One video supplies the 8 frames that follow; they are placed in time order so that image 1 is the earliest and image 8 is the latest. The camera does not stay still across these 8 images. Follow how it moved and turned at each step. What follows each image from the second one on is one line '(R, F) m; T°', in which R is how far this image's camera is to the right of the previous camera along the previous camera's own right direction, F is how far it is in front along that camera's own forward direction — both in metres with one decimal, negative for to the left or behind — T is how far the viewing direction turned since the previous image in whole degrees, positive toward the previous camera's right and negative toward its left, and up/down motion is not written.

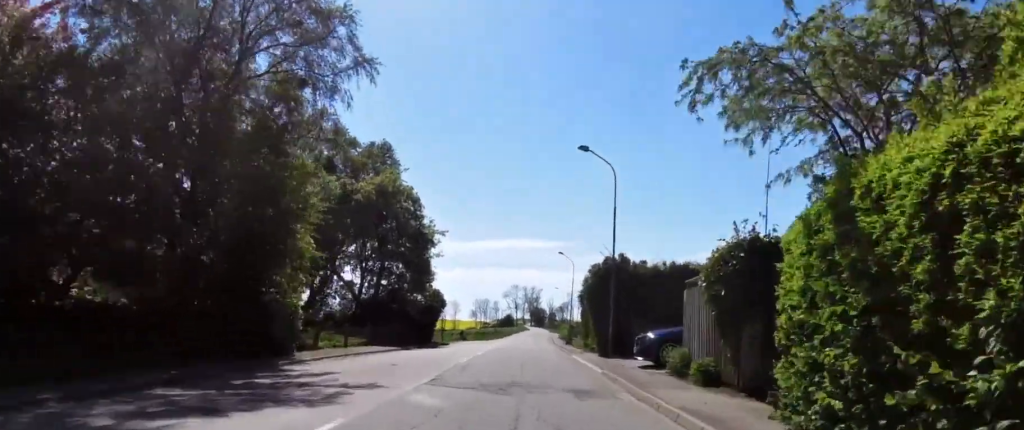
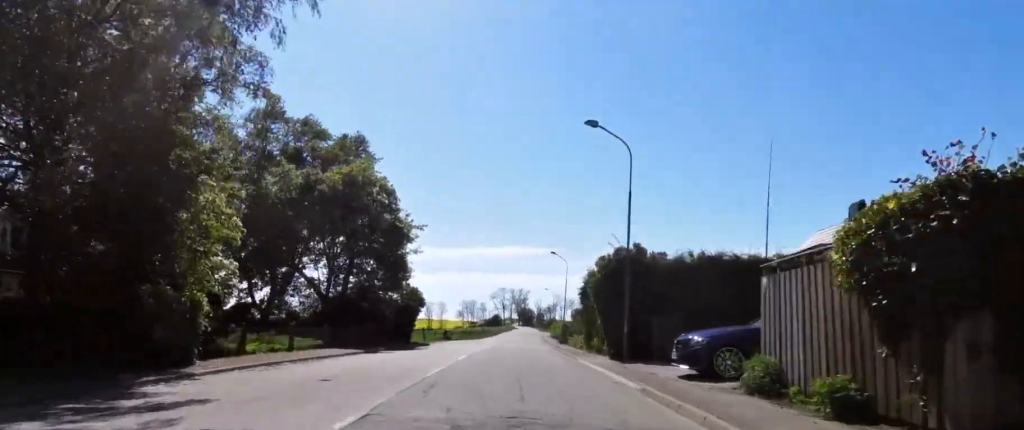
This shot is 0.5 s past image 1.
(+0.3, +5.0) m; +3°
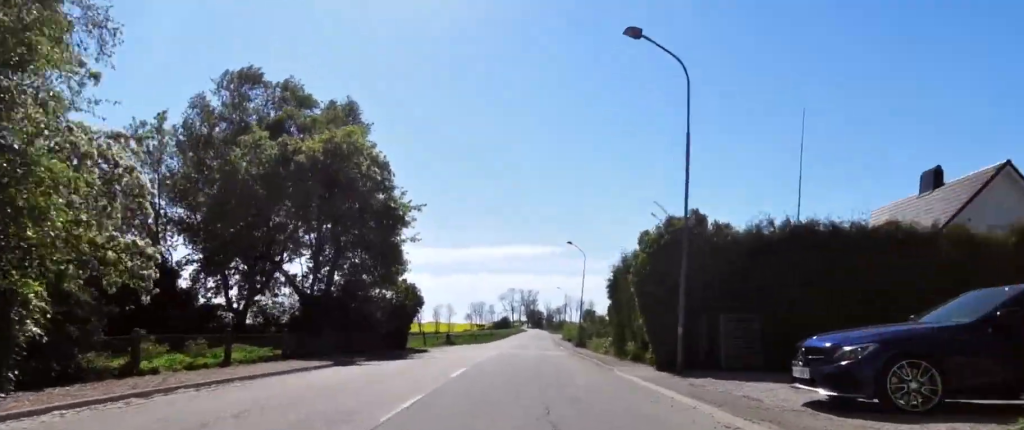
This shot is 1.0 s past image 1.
(-0.1, +4.9) m; 0°
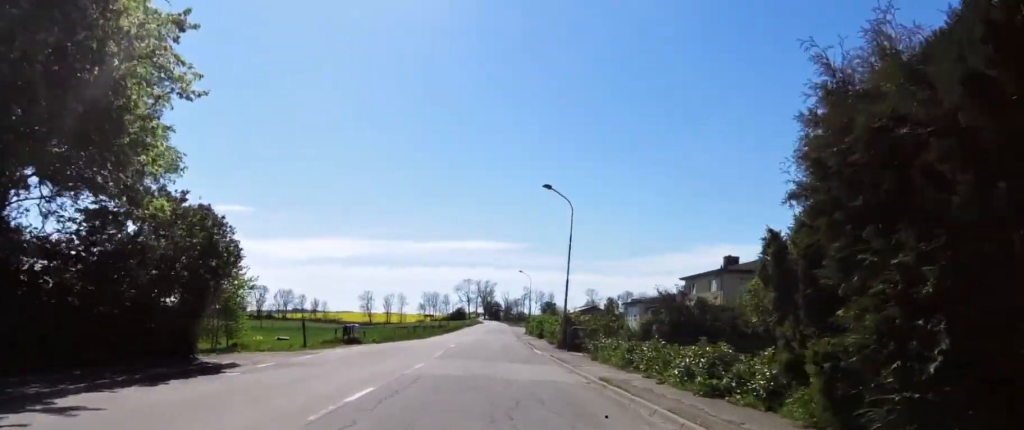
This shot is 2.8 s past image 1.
(0.0, +18.1) m; -1°
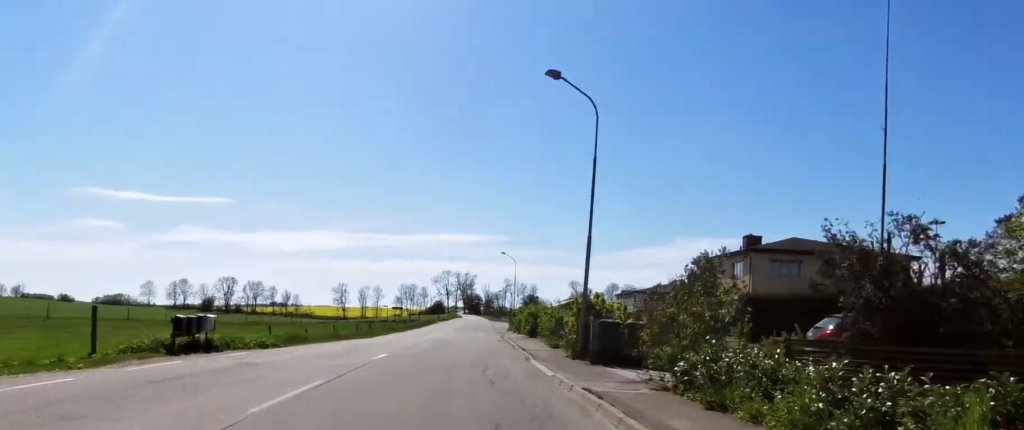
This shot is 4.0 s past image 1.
(-0.2, +11.9) m; 0°
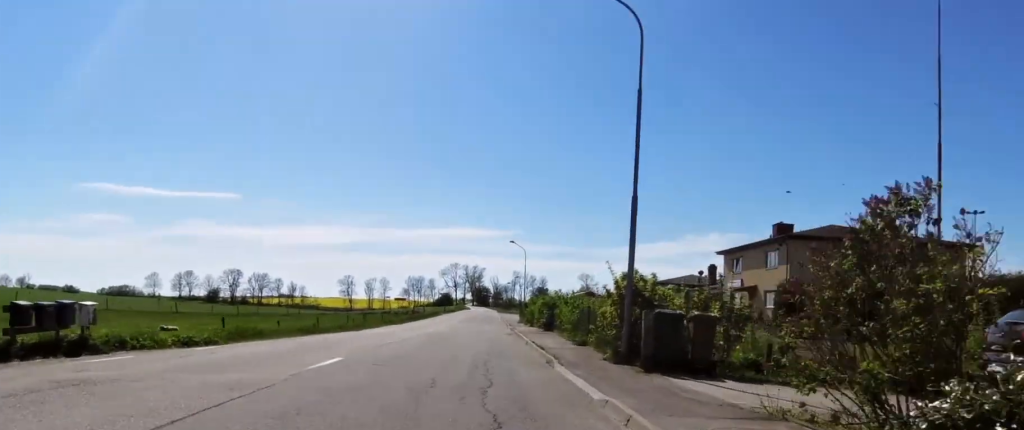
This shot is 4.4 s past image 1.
(0.0, +4.8) m; +1°
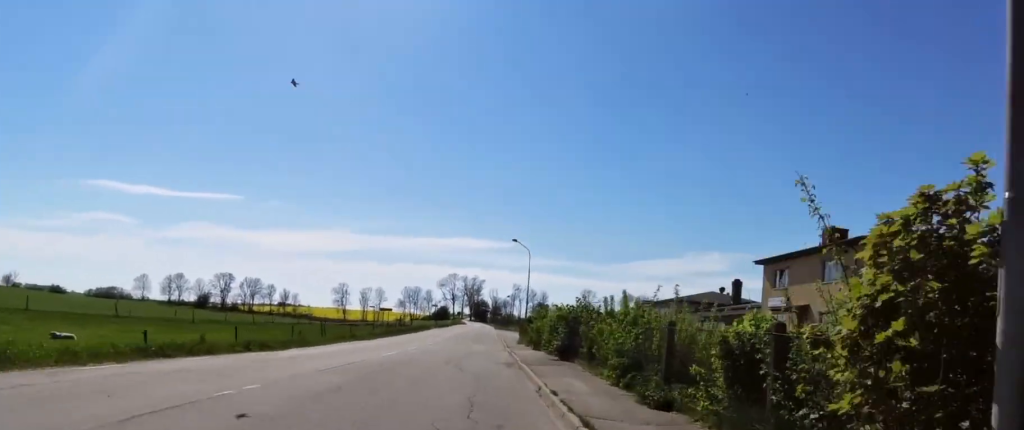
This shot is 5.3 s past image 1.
(+0.2, +9.0) m; +1°
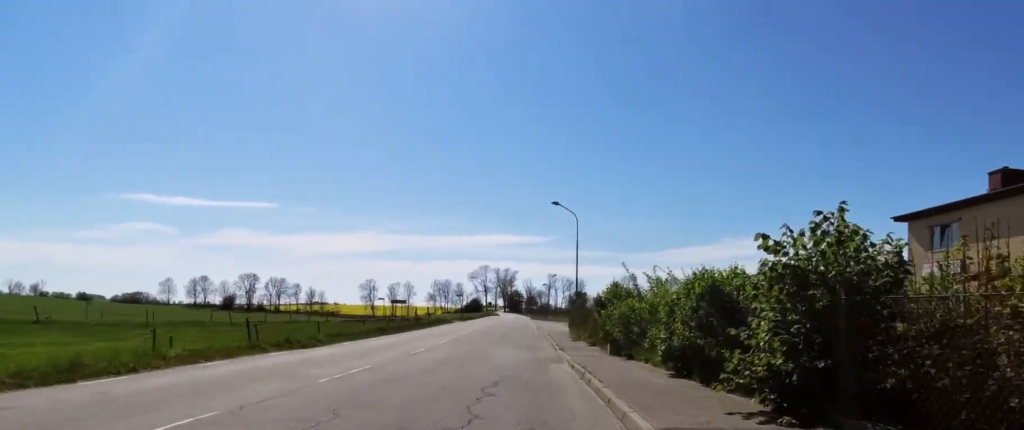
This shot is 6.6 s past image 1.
(-0.1, +13.4) m; -2°
